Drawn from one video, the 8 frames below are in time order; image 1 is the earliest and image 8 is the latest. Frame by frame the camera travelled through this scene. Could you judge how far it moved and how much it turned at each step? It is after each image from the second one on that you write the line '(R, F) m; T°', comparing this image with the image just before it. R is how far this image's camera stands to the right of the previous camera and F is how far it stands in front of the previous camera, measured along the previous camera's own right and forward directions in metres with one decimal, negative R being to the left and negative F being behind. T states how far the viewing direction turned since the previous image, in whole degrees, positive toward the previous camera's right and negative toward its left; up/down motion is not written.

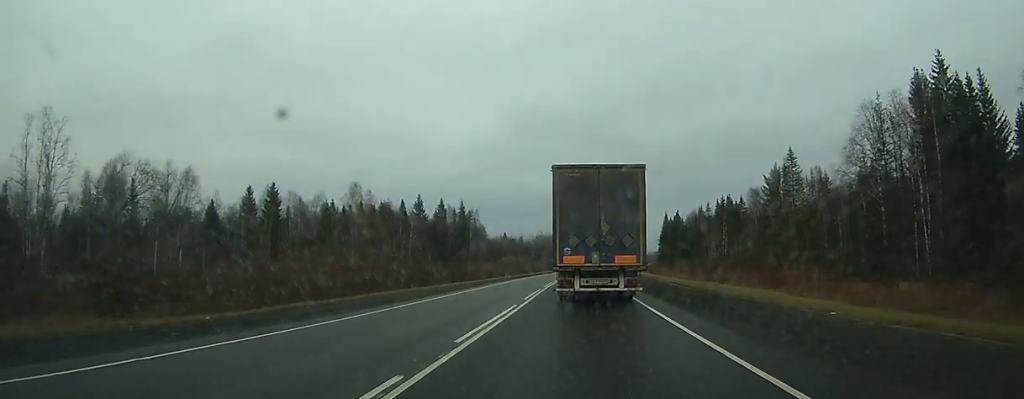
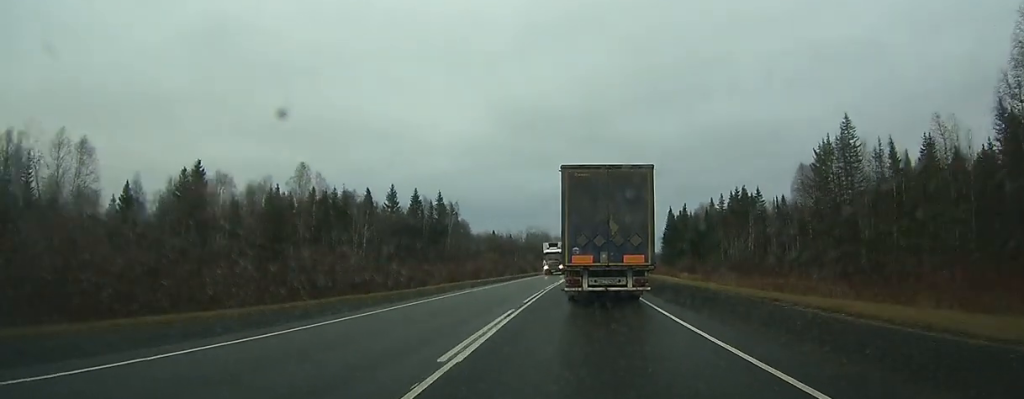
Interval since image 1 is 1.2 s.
(+0.1, +25.8) m; +1°
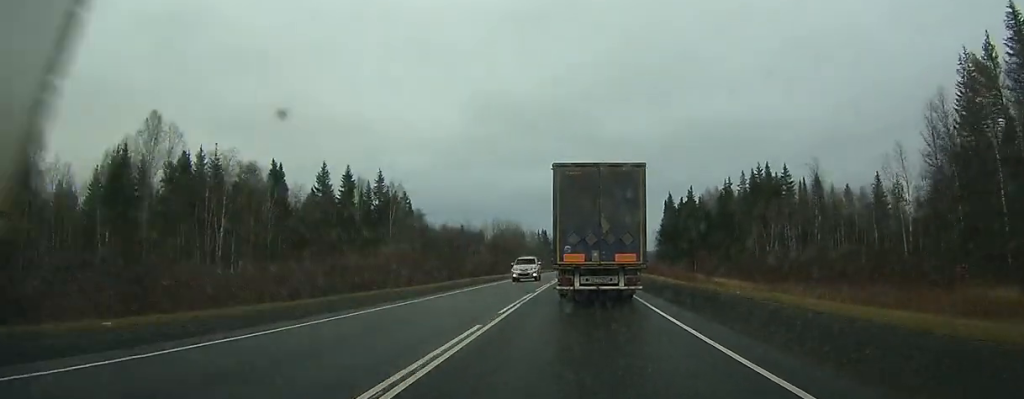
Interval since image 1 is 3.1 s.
(+0.4, +40.3) m; +1°
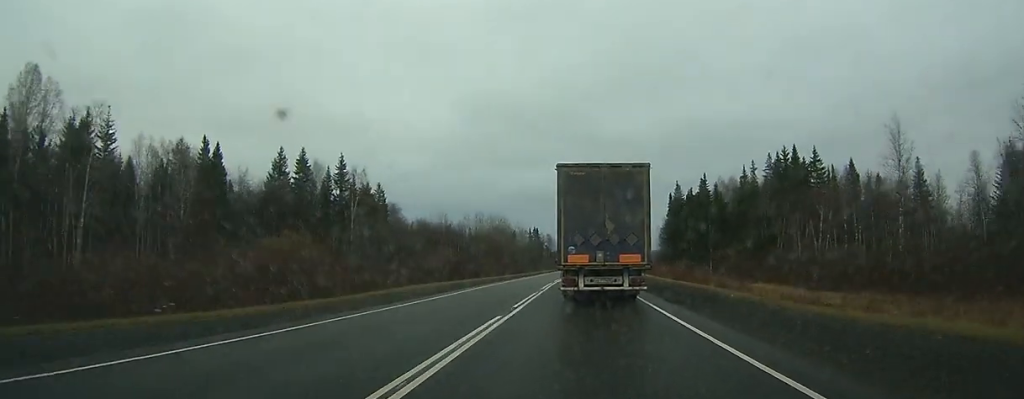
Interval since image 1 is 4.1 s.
(+0.1, +21.7) m; +1°
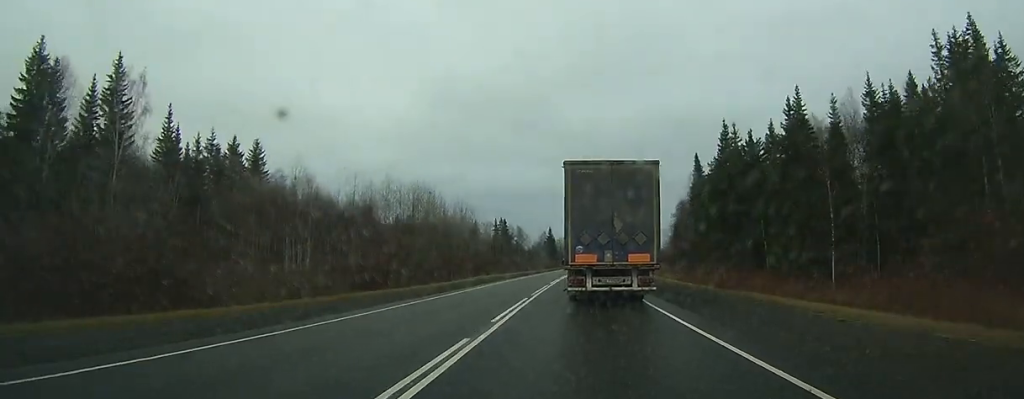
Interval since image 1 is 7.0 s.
(+1.2, +63.7) m; +2°
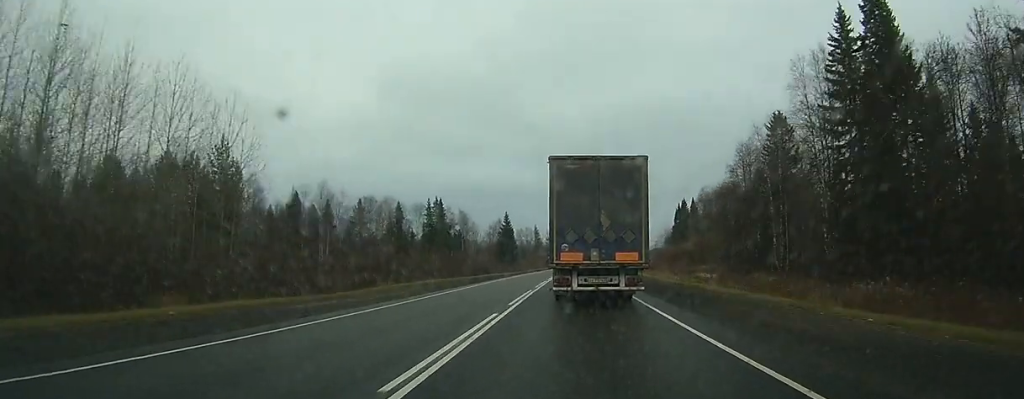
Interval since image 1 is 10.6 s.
(+1.8, +78.3) m; +2°
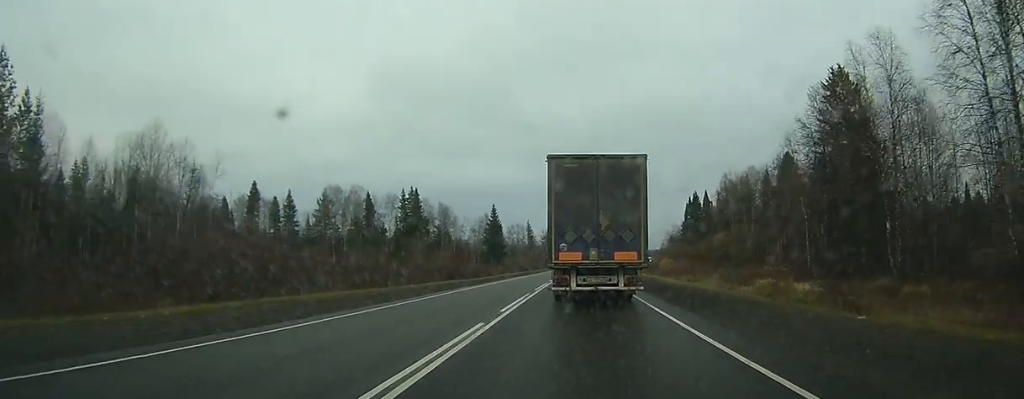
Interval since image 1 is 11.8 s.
(+0.3, +26.1) m; +1°
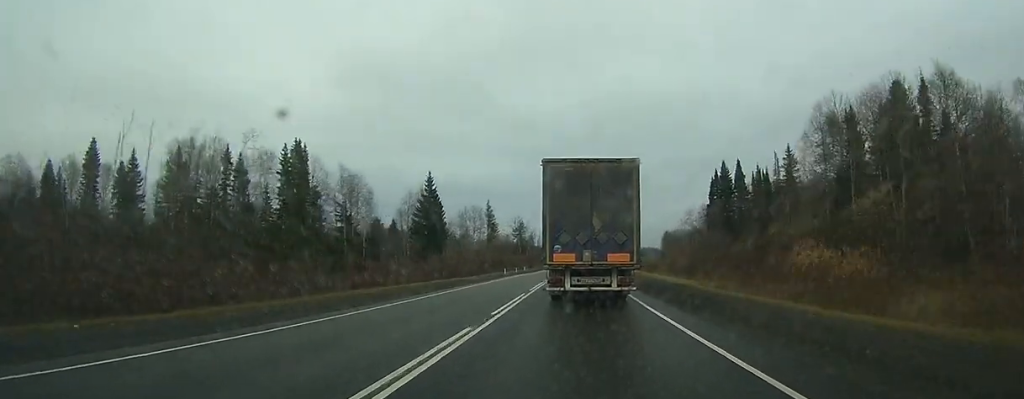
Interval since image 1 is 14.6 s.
(+0.7, +60.8) m; +2°
